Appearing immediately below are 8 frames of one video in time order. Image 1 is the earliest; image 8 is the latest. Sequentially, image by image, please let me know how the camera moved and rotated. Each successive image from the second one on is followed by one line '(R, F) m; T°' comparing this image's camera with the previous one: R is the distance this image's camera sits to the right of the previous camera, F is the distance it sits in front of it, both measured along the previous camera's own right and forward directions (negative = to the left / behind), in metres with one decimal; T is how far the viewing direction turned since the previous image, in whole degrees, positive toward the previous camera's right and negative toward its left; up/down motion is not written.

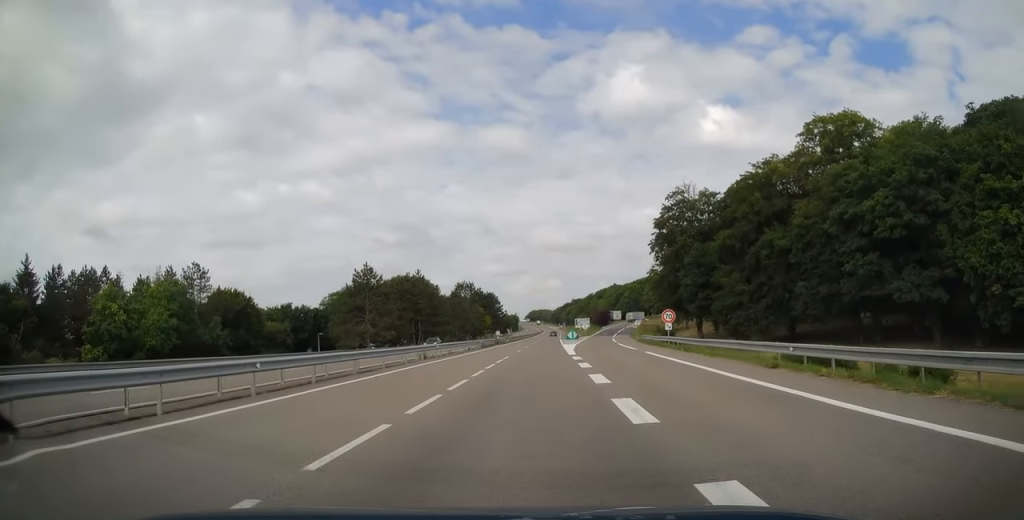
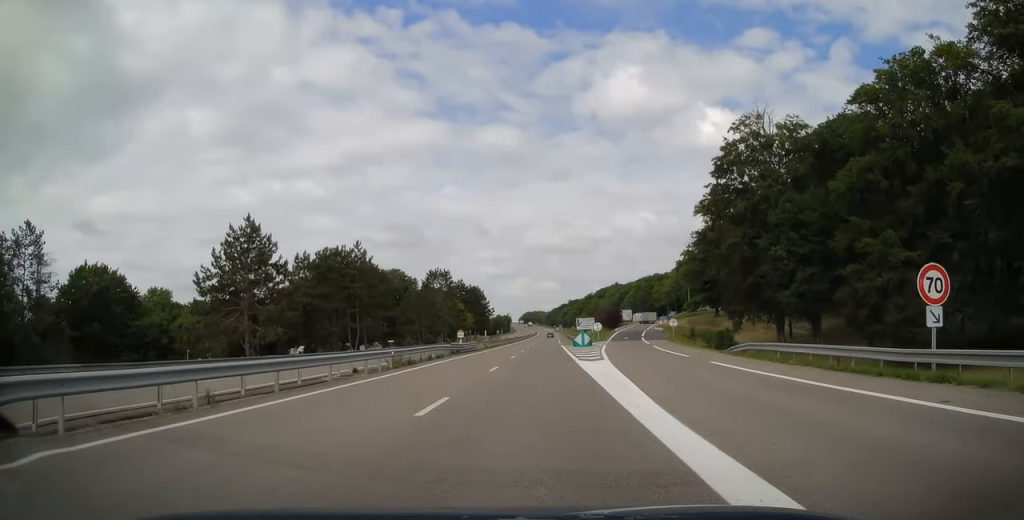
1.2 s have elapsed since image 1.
(-0.3, +34.8) m; 0°
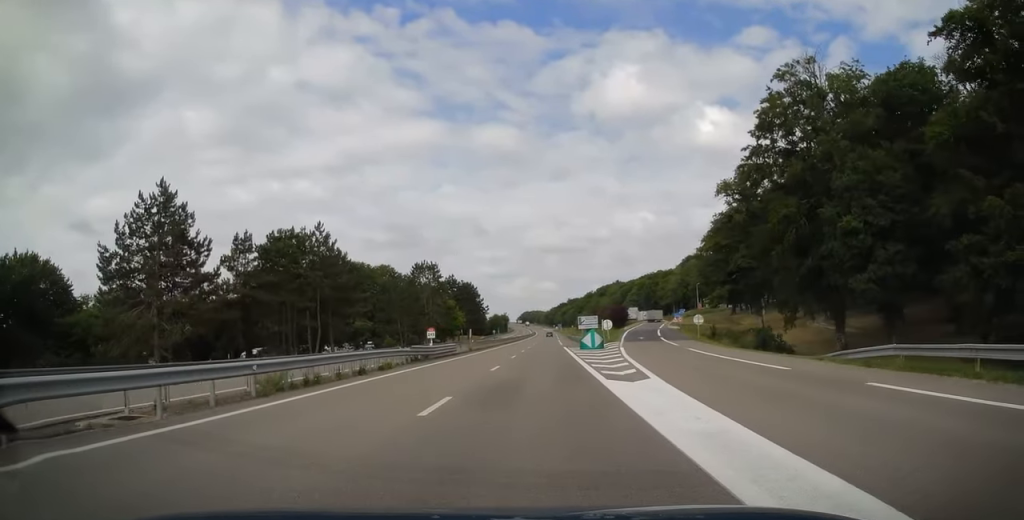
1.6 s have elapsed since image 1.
(-0.1, +13.2) m; 0°
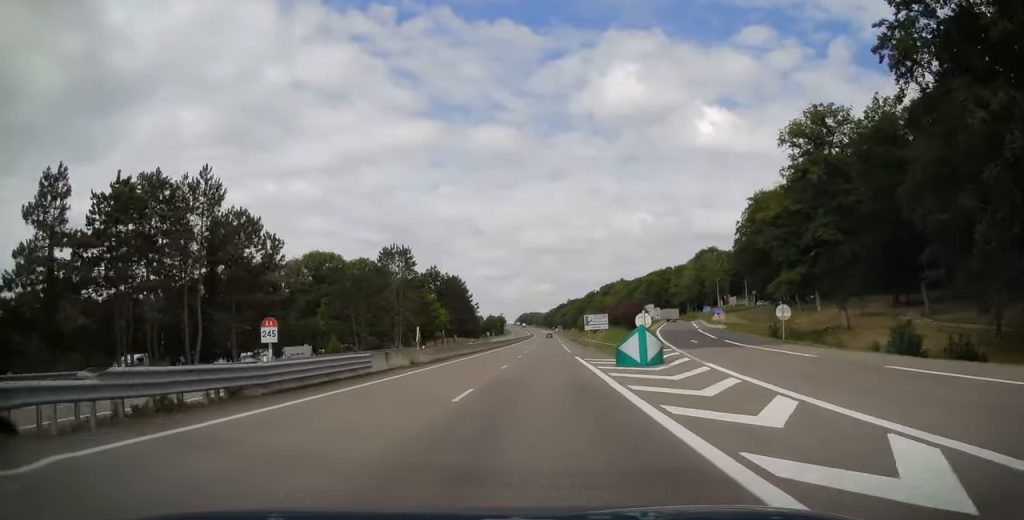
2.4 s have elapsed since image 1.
(+0.3, +23.5) m; +1°
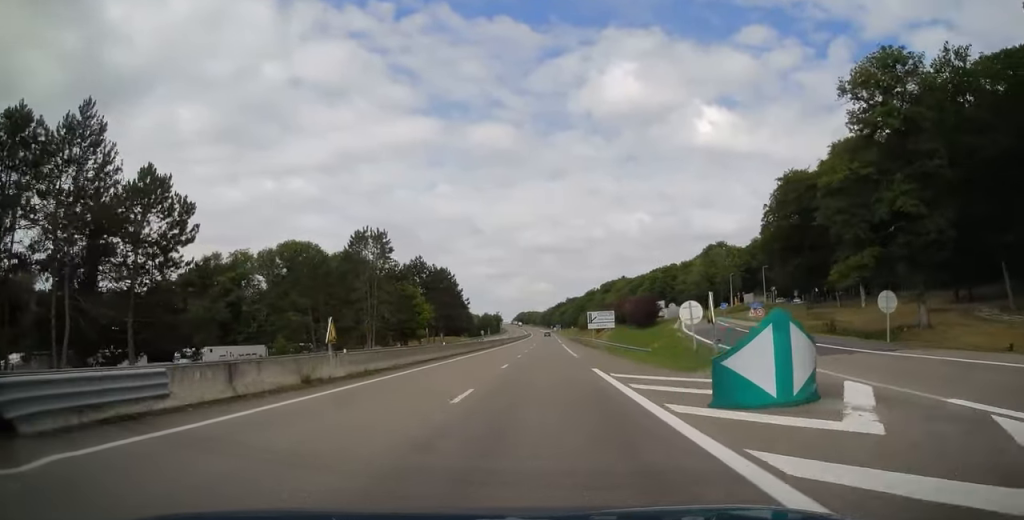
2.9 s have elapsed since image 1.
(0.0, +13.7) m; 0°
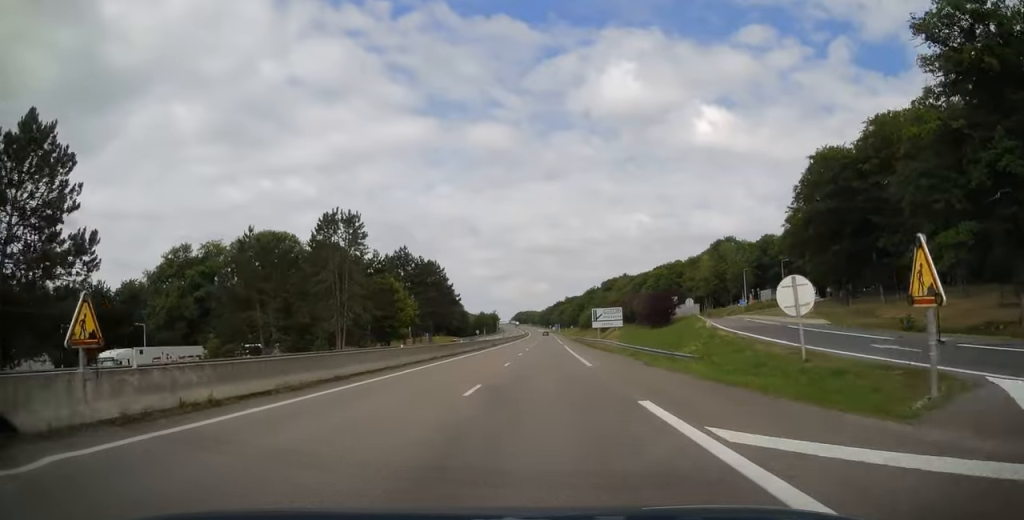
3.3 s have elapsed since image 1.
(0.0, +11.8) m; 0°
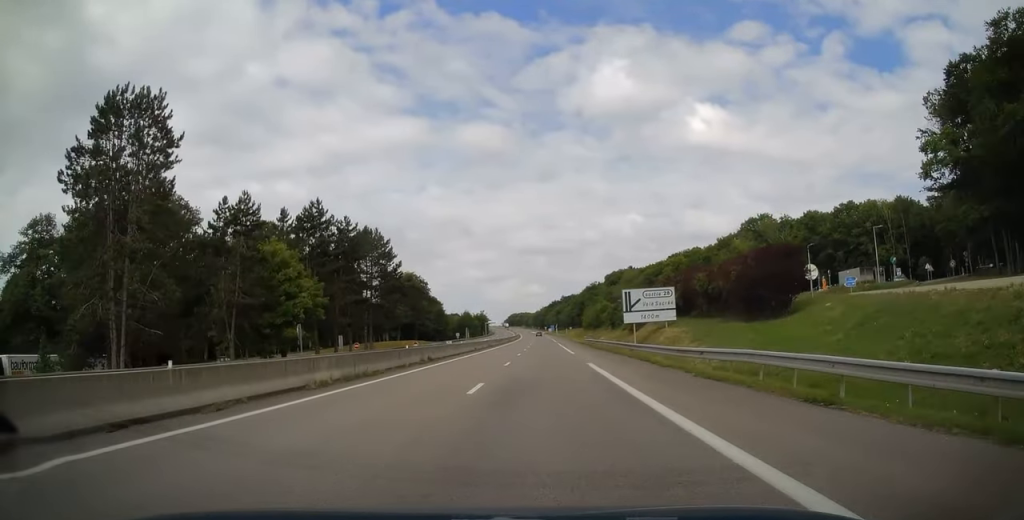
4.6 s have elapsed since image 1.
(+0.1, +38.6) m; +1°
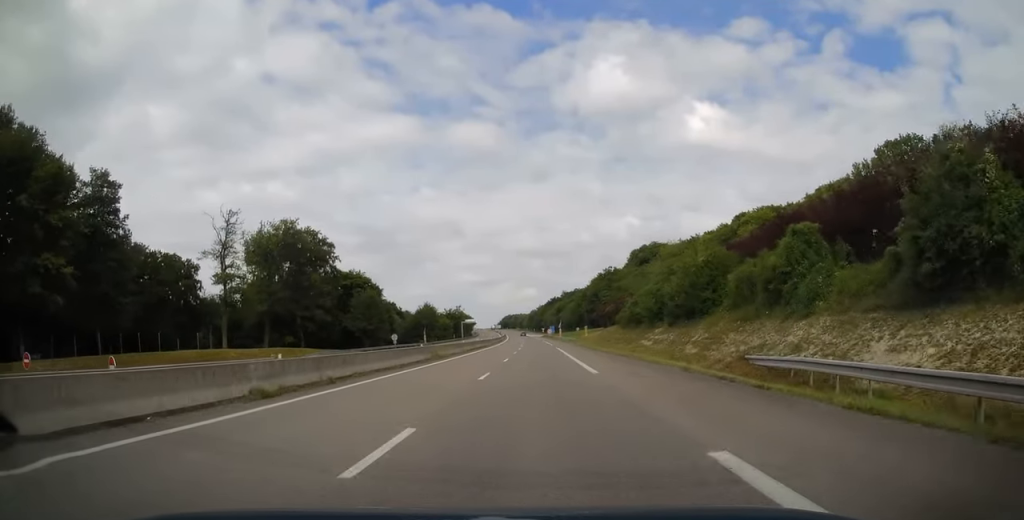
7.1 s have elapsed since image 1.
(+0.3, +73.6) m; 0°
